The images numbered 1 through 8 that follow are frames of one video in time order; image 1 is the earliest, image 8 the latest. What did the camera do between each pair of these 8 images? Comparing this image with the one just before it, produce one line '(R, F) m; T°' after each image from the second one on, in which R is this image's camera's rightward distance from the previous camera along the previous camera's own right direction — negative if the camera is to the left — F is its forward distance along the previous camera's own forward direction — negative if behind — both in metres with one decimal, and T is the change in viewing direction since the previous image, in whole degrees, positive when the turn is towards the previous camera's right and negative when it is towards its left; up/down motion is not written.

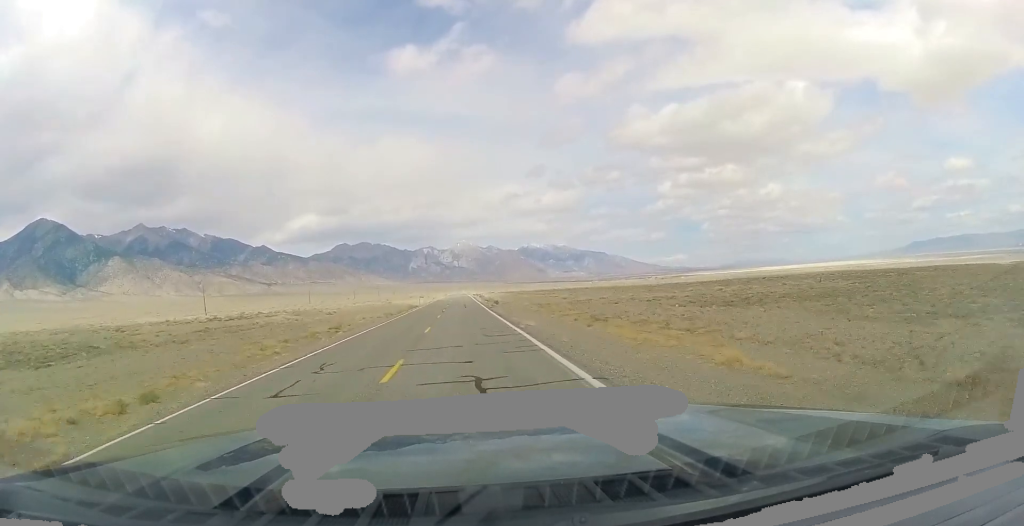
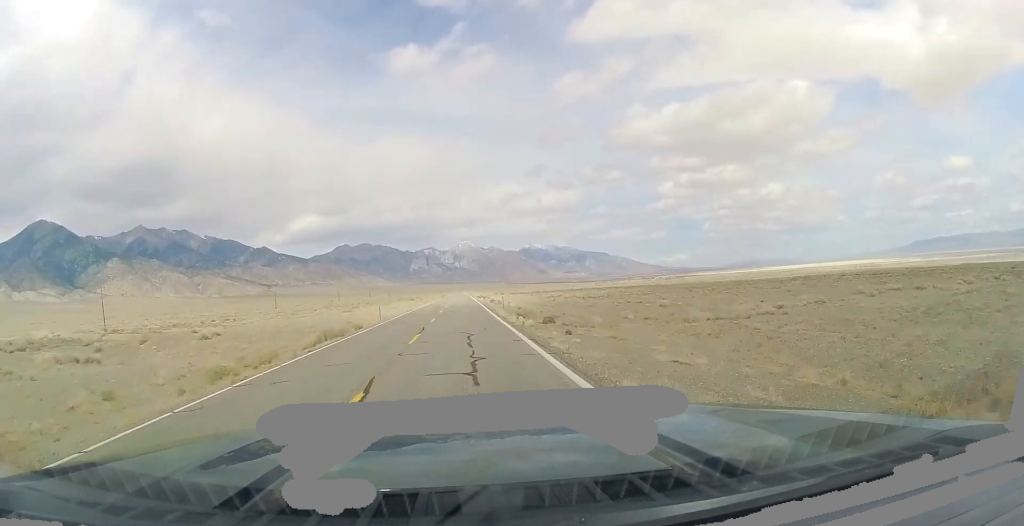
(0.0, +41.2) m; +1°
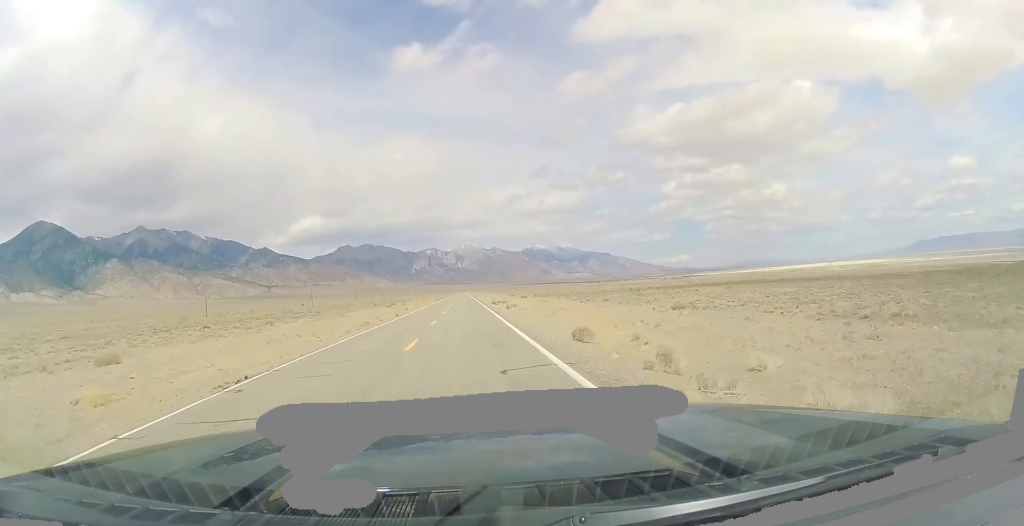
(+0.3, +51.1) m; -1°
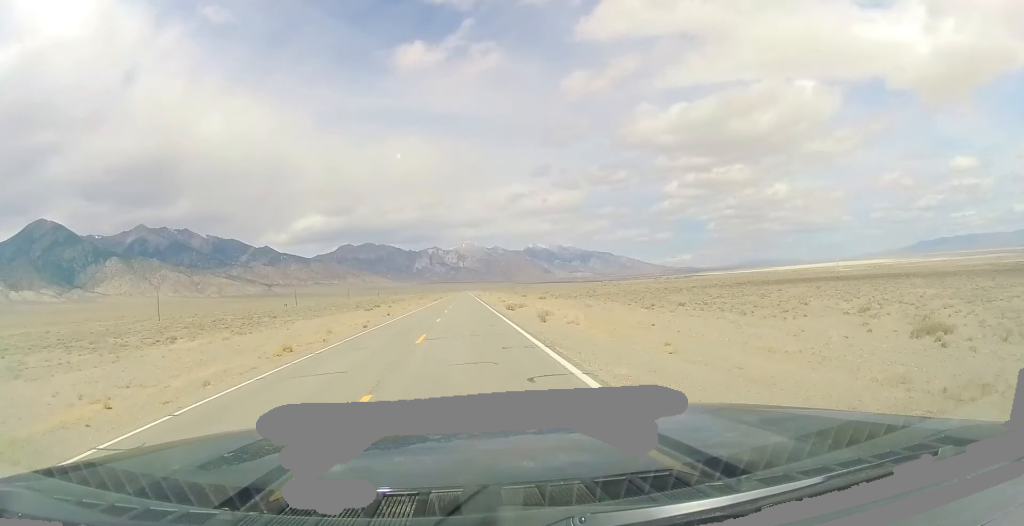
(-0.2, +22.4) m; -1°
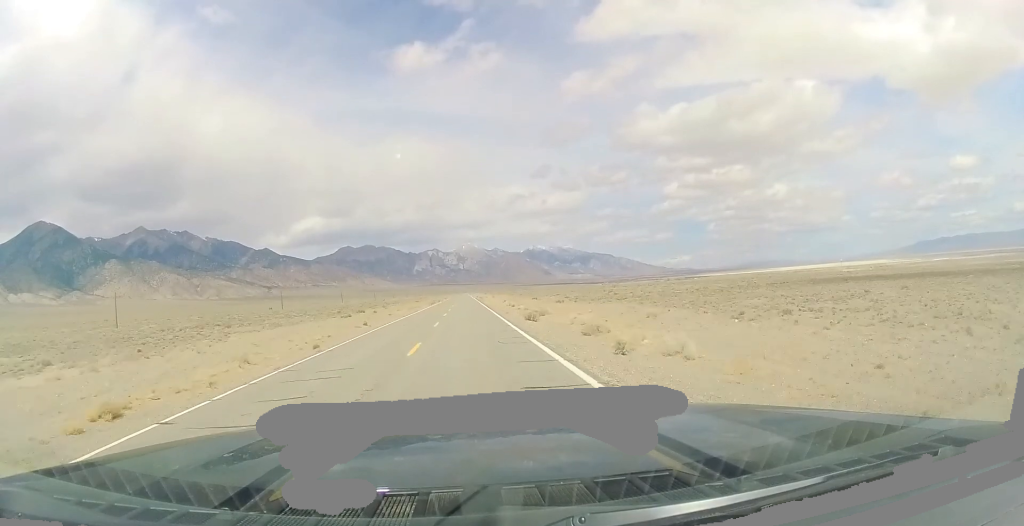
(-0.2, +15.0) m; 0°
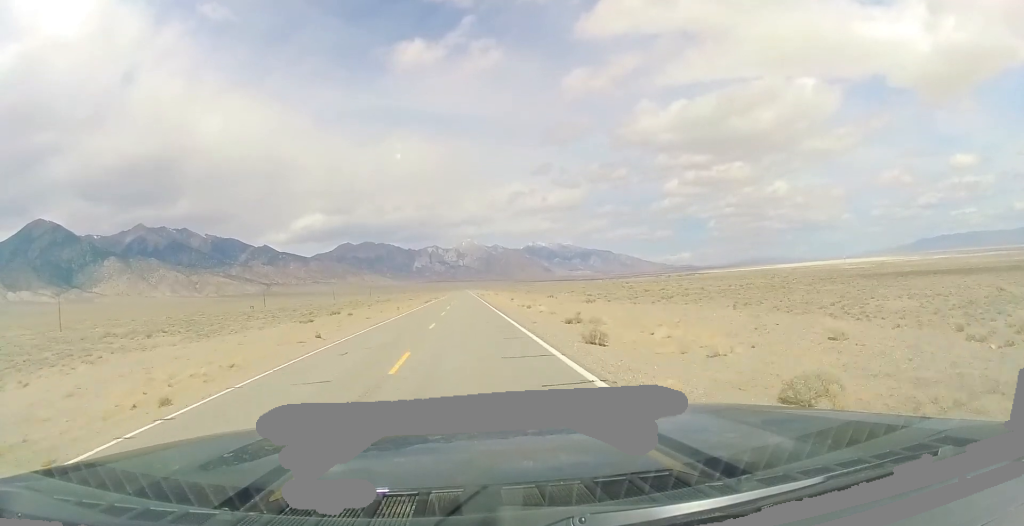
(0.0, +16.1) m; 0°
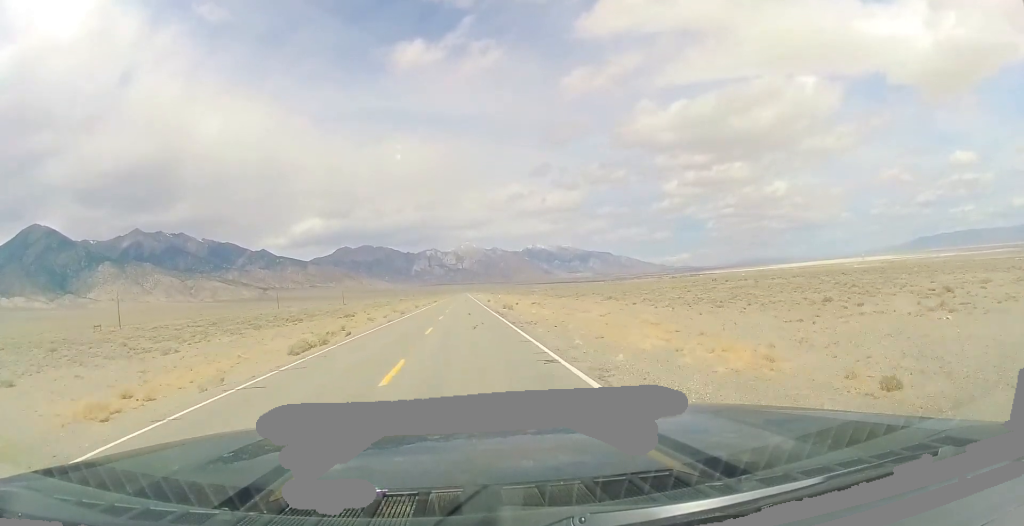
(+0.9, +74.5) m; +1°
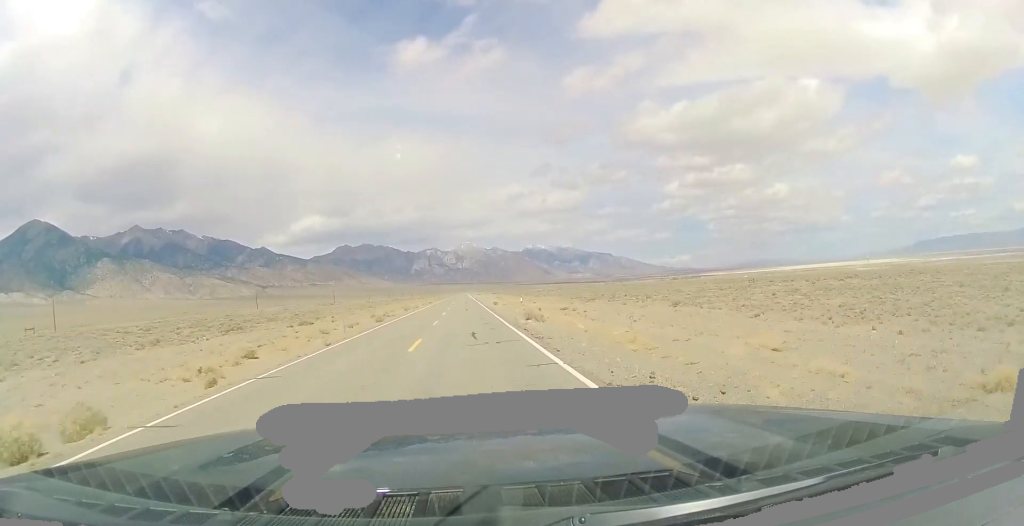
(0.0, +18.4) m; 0°
